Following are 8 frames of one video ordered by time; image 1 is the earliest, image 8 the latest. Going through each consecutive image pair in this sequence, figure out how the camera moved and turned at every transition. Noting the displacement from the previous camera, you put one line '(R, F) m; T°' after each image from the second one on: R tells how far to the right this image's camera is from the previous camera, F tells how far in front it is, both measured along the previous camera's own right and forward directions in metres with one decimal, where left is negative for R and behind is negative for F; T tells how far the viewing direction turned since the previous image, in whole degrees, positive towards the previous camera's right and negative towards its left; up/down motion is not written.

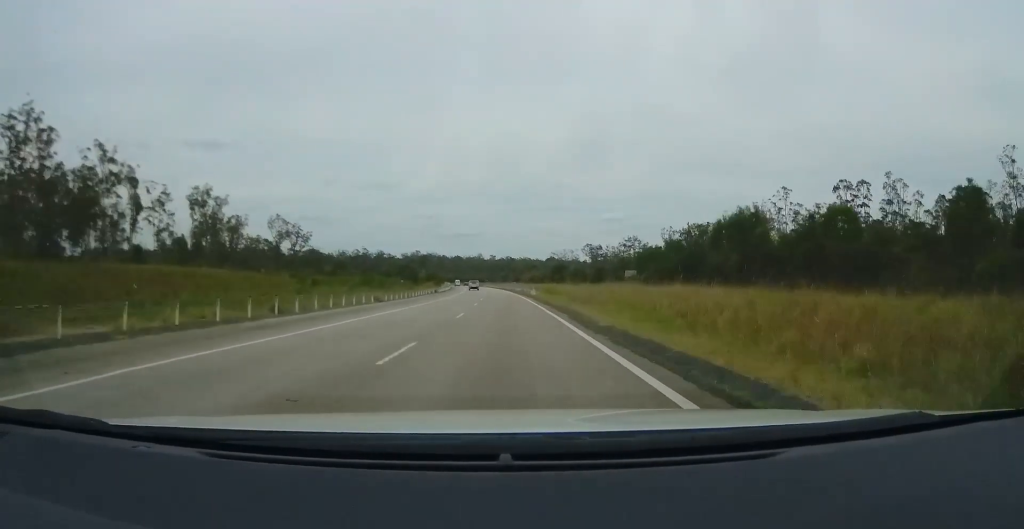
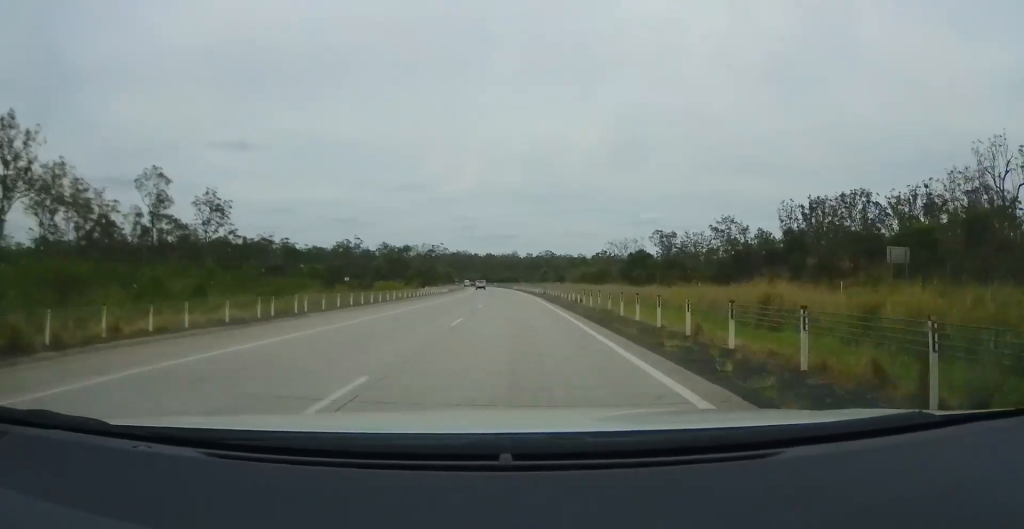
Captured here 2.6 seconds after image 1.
(-1.3, +77.4) m; -3°
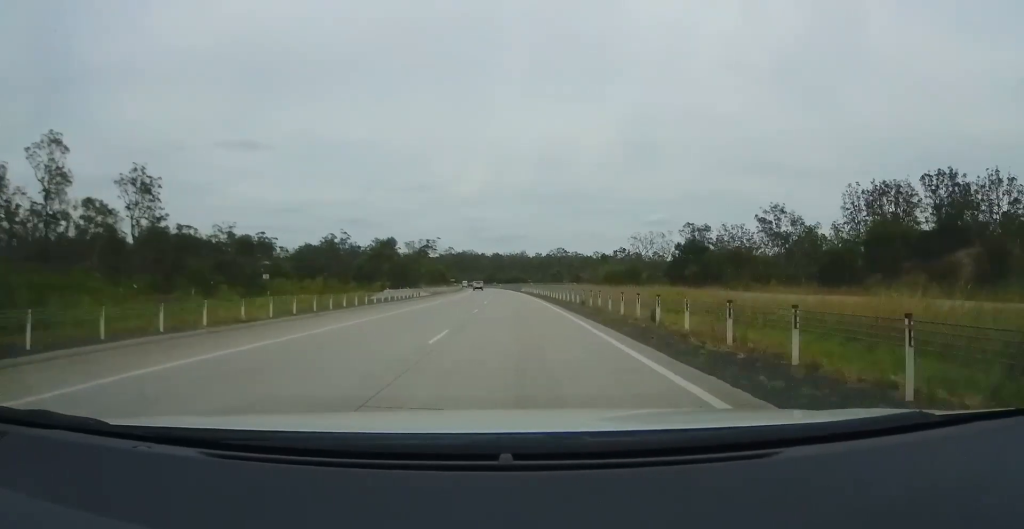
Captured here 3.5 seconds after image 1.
(-0.4, +29.2) m; -1°
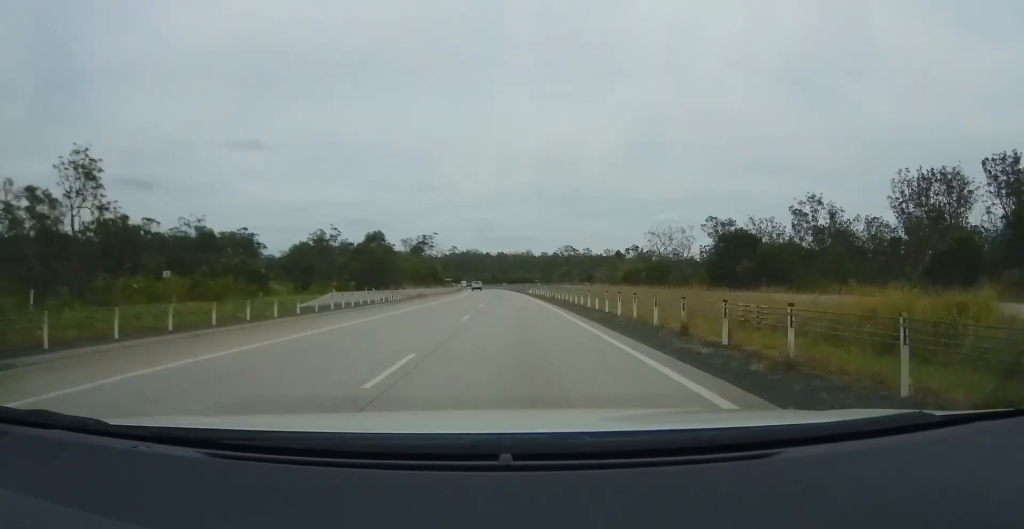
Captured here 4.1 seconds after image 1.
(+0.2, +17.1) m; -1°
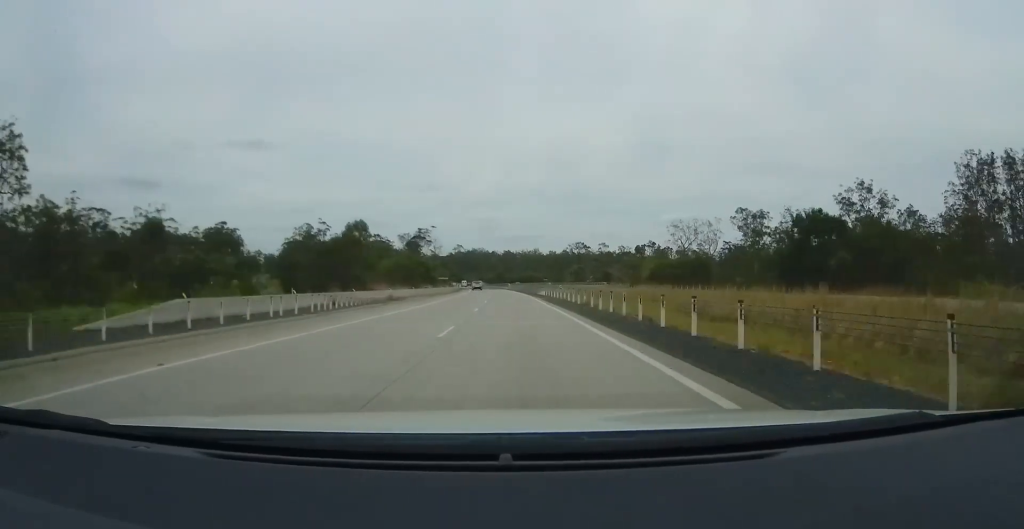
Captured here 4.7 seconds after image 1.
(-0.2, +18.3) m; -1°
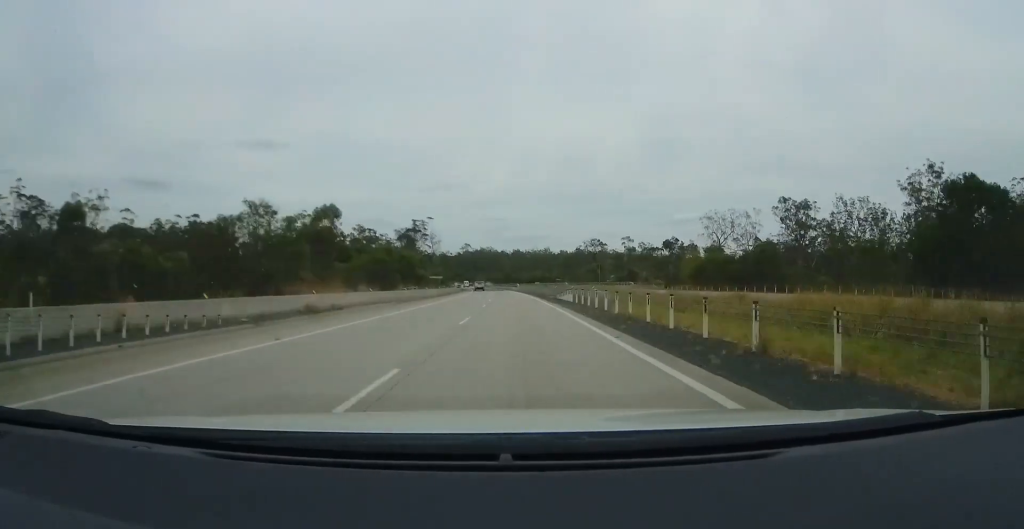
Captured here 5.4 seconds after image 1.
(-0.5, +20.7) m; -1°
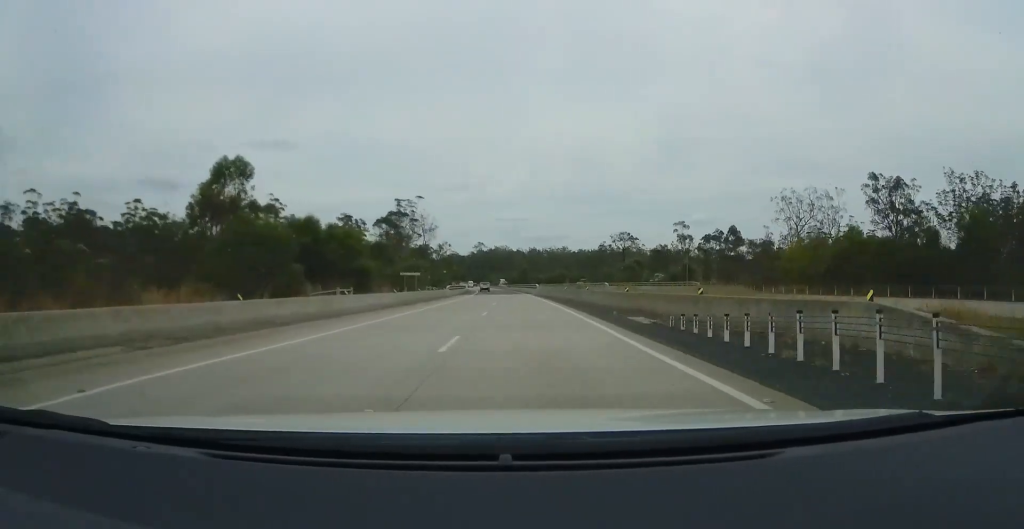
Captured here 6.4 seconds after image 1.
(+0.2, +31.5) m; -1°
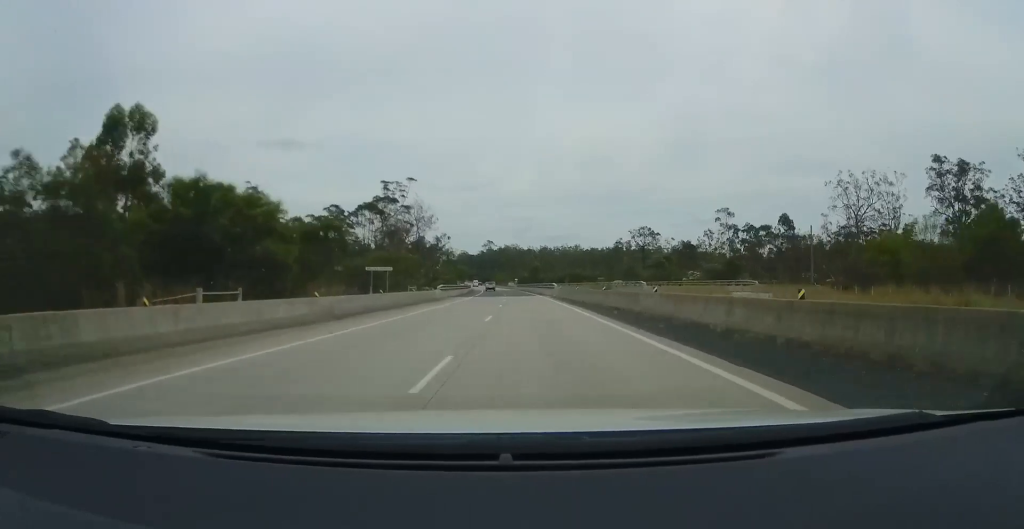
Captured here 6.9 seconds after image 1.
(-0.4, +15.7) m; -2°
